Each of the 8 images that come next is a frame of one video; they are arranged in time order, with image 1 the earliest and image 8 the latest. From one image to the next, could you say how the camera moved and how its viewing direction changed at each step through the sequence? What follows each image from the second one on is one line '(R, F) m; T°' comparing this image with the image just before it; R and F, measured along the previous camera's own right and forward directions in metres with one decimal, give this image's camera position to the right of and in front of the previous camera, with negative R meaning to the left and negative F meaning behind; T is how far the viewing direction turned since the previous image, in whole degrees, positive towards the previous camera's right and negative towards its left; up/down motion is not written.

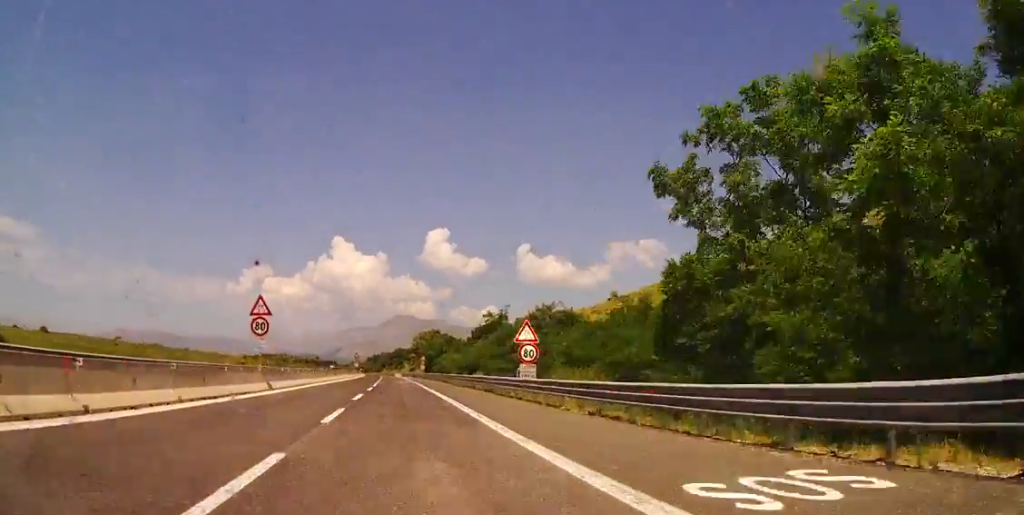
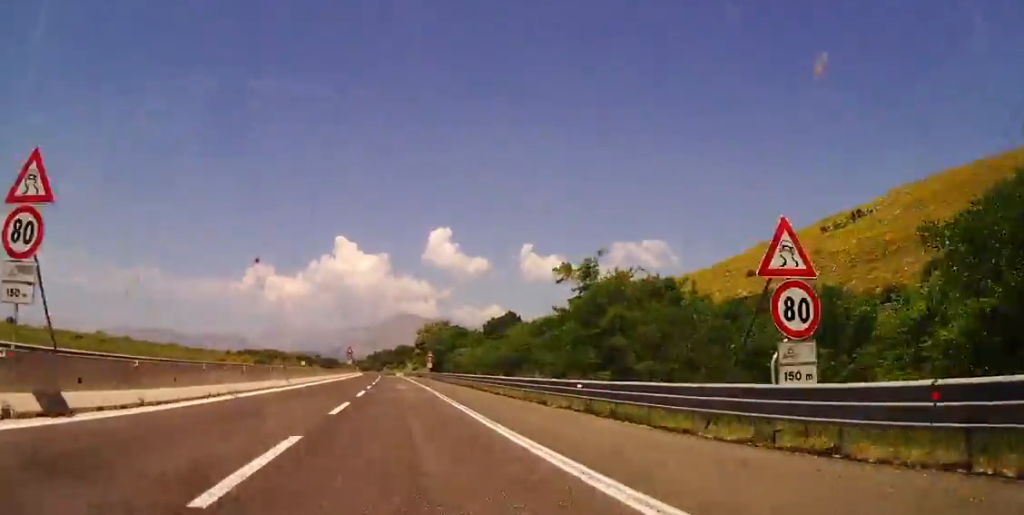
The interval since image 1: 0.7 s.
(+0.4, +22.4) m; -1°
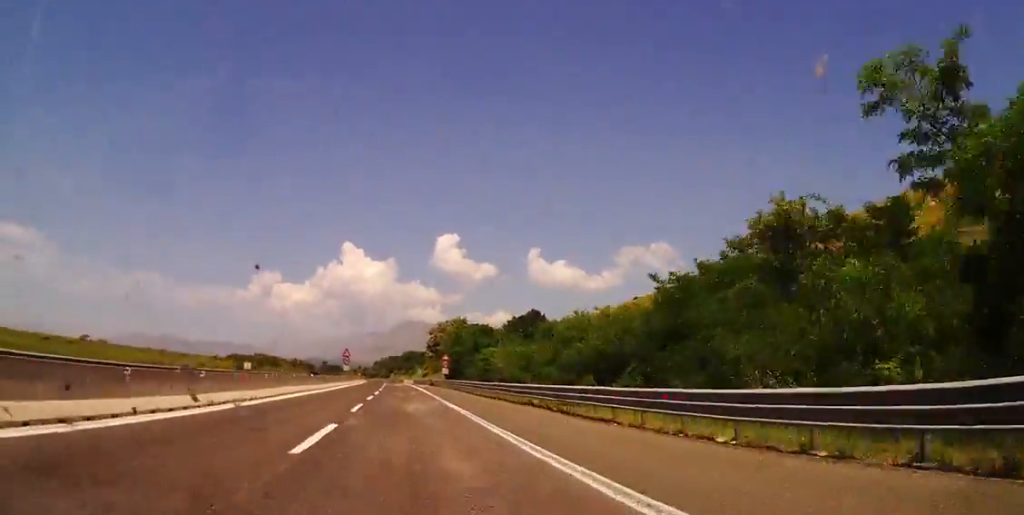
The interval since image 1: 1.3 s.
(-0.5, +19.9) m; 0°
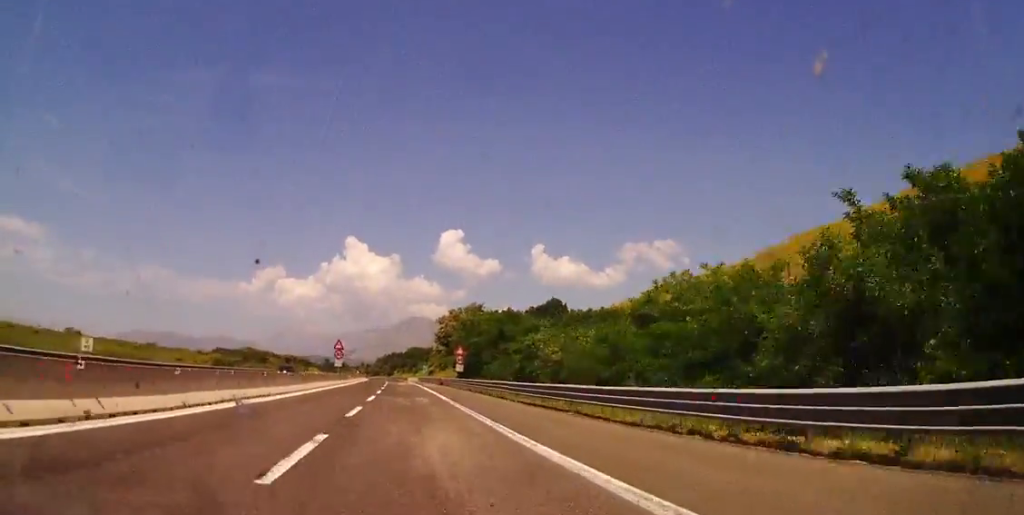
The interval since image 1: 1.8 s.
(-0.2, +15.6) m; 0°
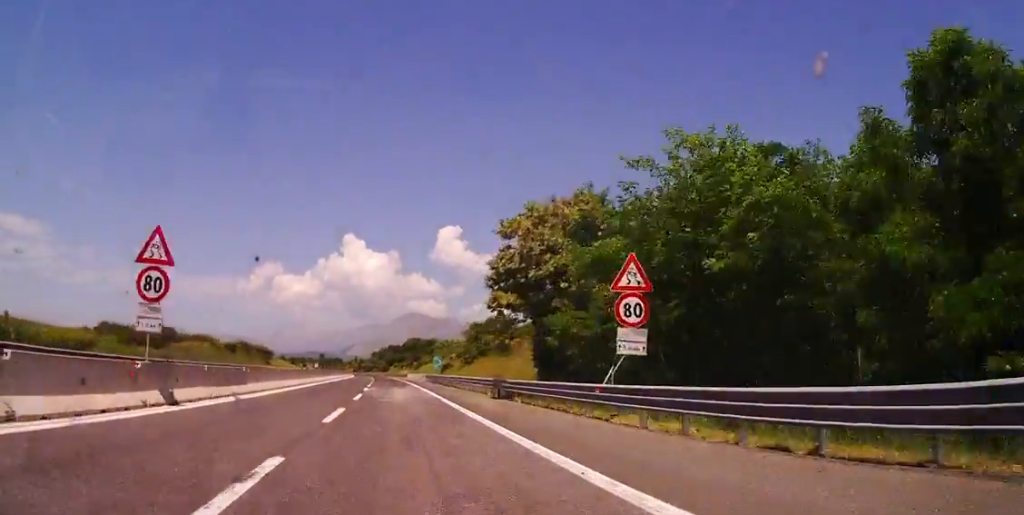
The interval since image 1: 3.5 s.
(+0.4, +51.3) m; 0°
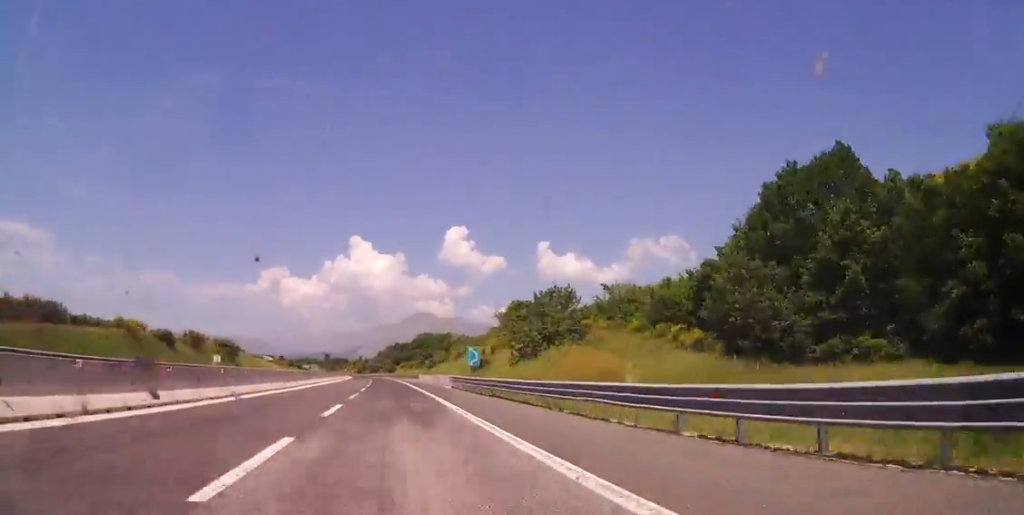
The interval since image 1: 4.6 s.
(-0.1, +33.0) m; 0°
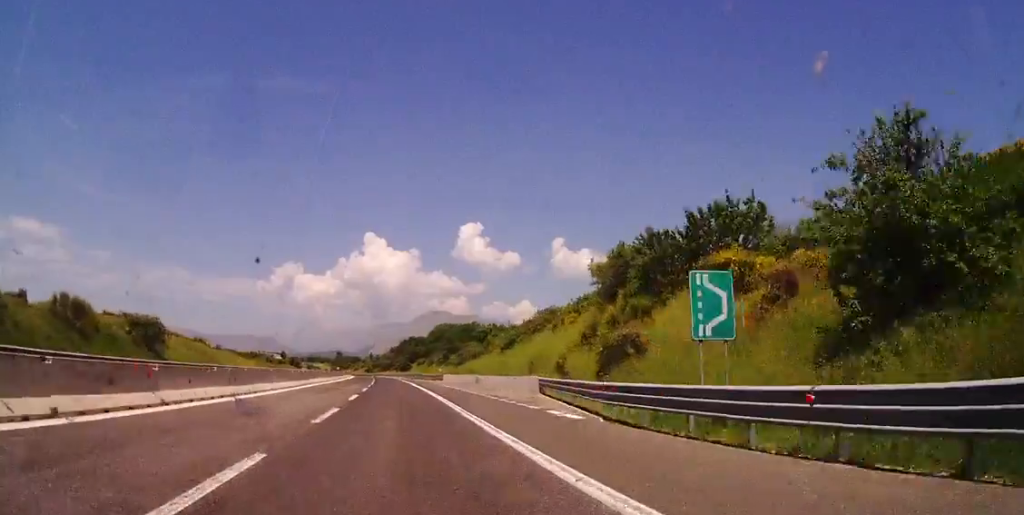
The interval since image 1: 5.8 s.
(+0.2, +37.6) m; -1°
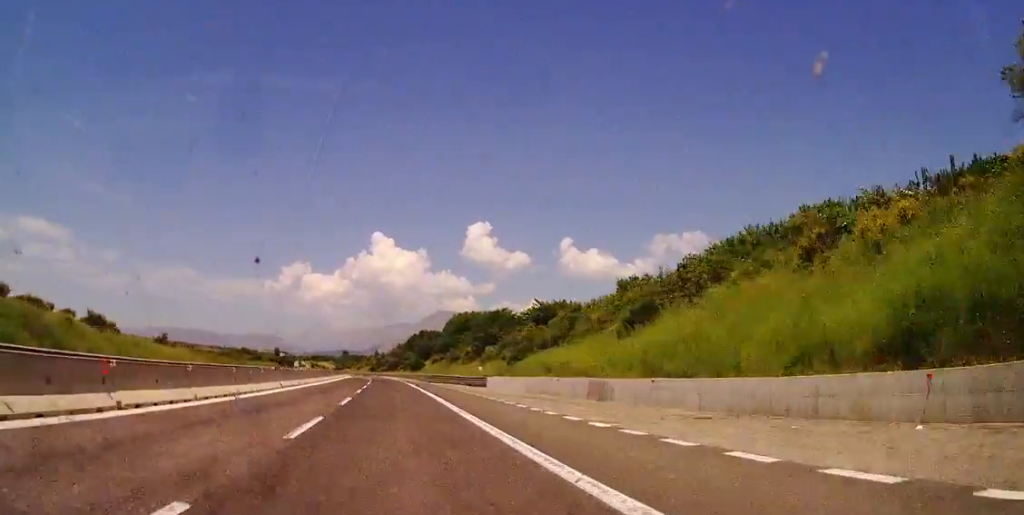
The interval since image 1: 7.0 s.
(-0.8, +39.1) m; -1°
